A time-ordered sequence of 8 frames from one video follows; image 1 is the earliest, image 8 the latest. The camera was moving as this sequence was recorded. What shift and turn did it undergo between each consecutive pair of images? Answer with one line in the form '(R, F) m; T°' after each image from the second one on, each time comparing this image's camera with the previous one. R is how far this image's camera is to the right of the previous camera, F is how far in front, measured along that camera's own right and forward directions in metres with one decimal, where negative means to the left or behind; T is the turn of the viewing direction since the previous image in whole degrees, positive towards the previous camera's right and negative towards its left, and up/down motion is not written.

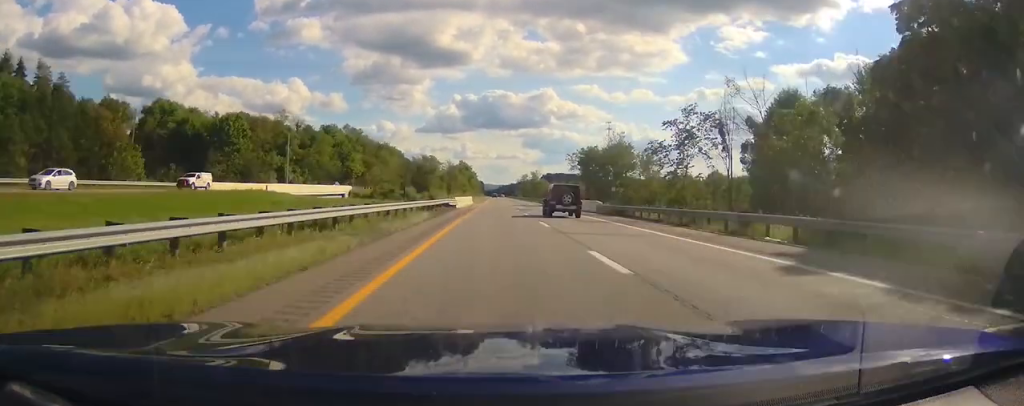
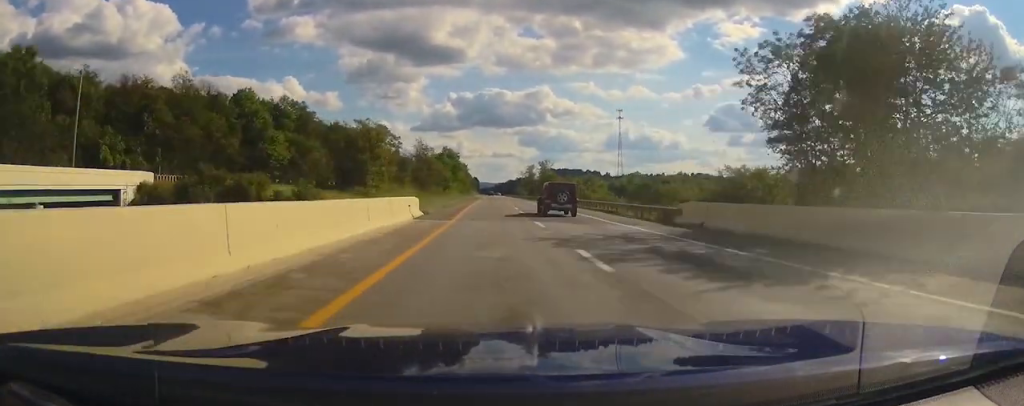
(+0.4, +61.2) m; 0°
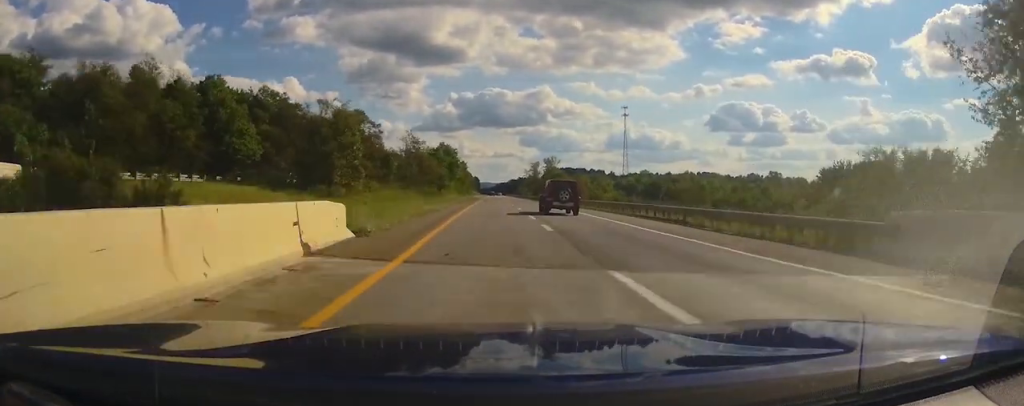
(+0.1, +14.8) m; 0°
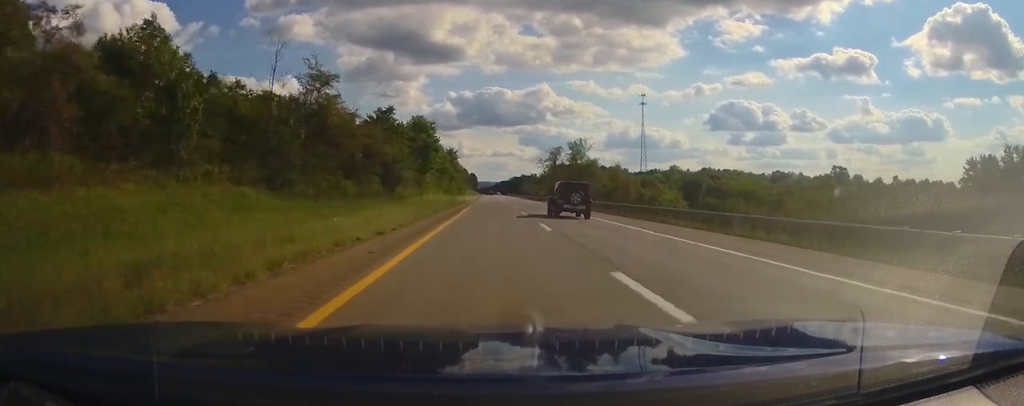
(-0.7, +55.8) m; 0°
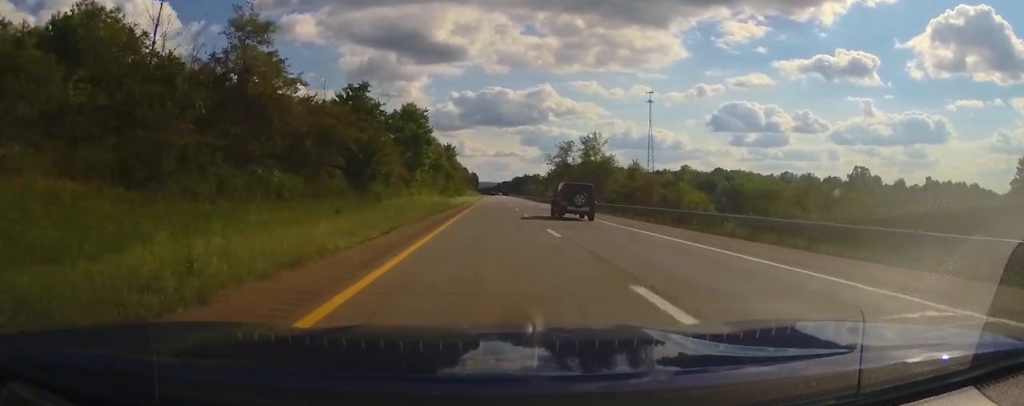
(0.0, +13.9) m; 0°
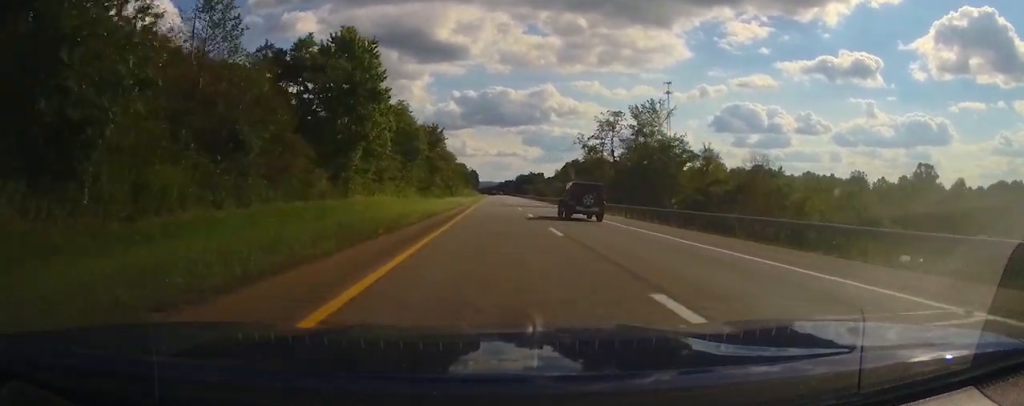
(+0.3, +36.4) m; 0°
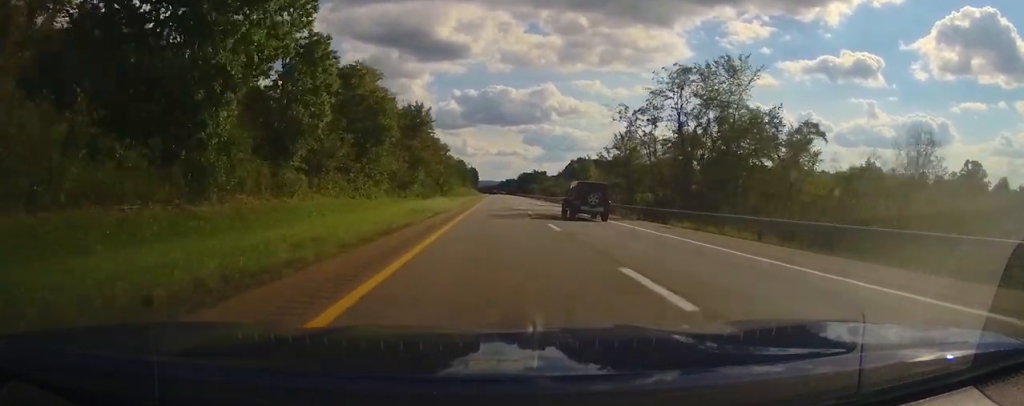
(-0.2, +22.4) m; 0°
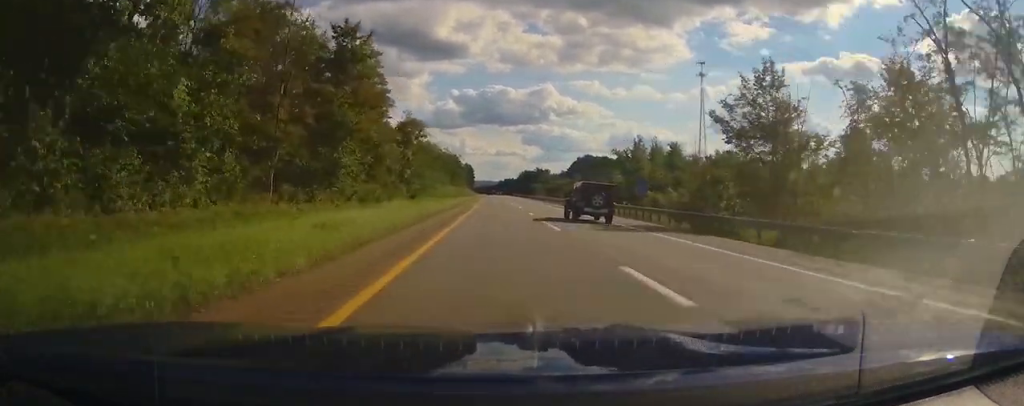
(0.0, +36.2) m; 0°
